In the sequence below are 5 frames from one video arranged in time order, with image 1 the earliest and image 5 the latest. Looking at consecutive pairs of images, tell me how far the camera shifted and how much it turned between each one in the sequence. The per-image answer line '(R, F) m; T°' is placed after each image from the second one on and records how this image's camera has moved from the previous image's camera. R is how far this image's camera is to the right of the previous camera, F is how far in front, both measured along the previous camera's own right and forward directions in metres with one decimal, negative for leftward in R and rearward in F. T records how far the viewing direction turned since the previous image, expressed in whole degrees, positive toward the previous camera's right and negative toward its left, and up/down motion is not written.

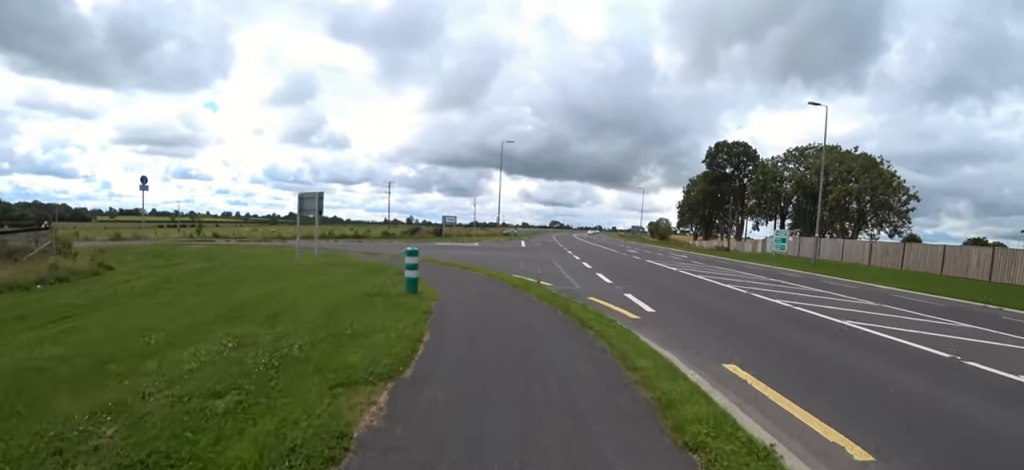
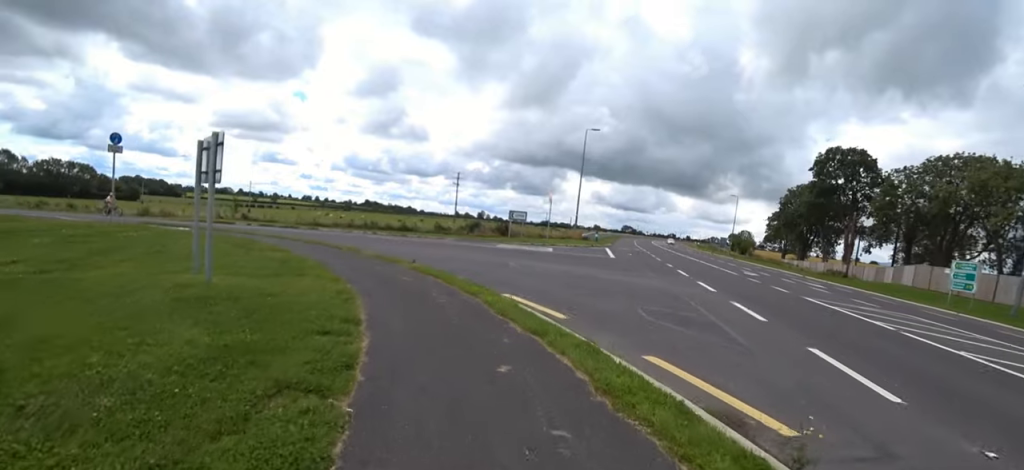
(0.0, +7.3) m; -7°
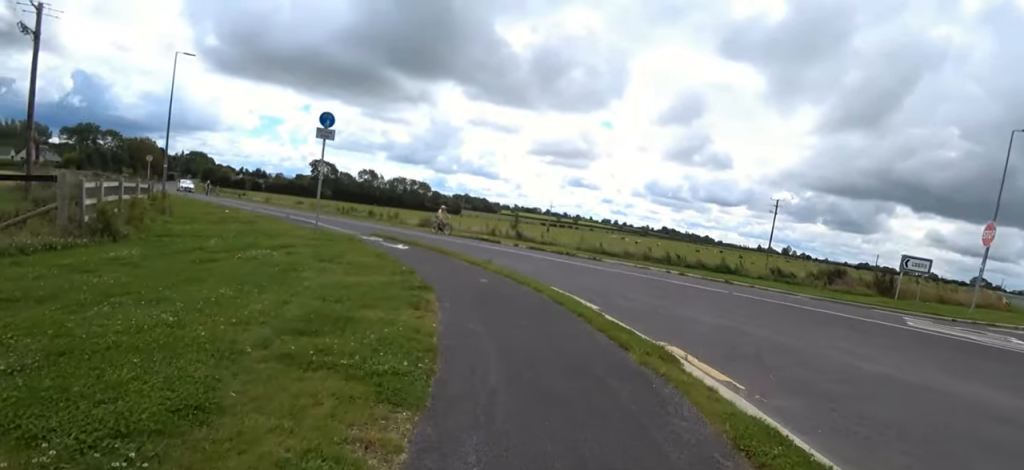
(-2.3, +8.6) m; -27°
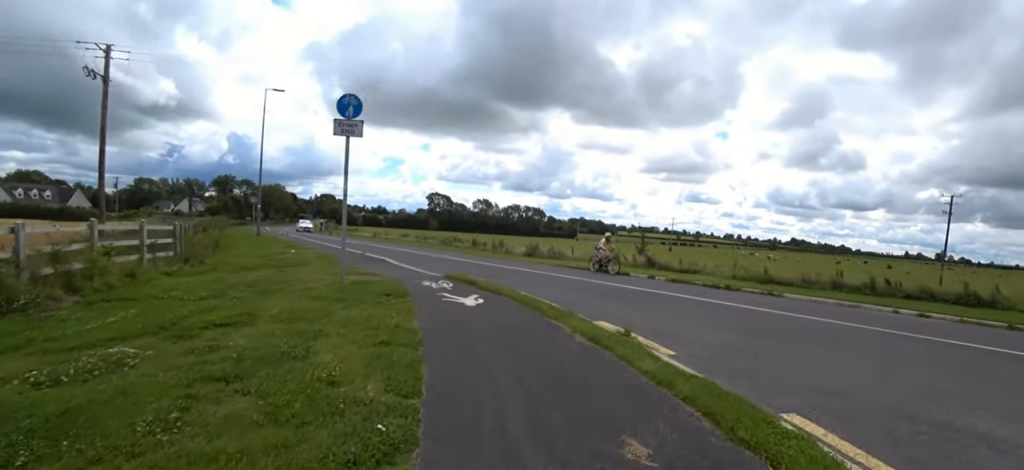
(-0.5, +5.2) m; -14°
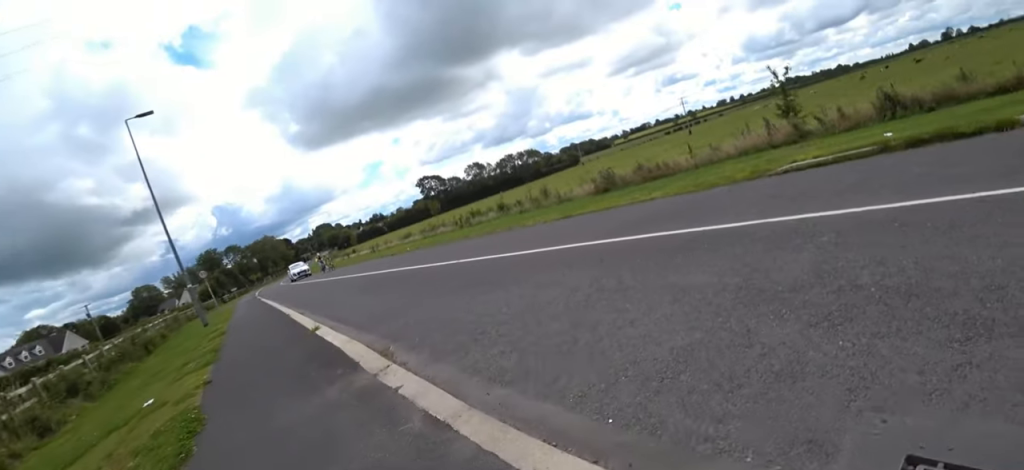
(-1.4, +10.4) m; -7°
